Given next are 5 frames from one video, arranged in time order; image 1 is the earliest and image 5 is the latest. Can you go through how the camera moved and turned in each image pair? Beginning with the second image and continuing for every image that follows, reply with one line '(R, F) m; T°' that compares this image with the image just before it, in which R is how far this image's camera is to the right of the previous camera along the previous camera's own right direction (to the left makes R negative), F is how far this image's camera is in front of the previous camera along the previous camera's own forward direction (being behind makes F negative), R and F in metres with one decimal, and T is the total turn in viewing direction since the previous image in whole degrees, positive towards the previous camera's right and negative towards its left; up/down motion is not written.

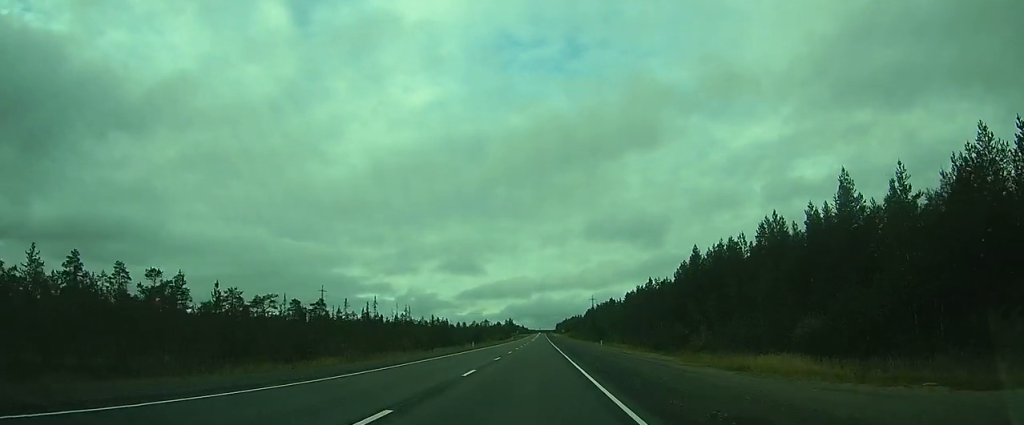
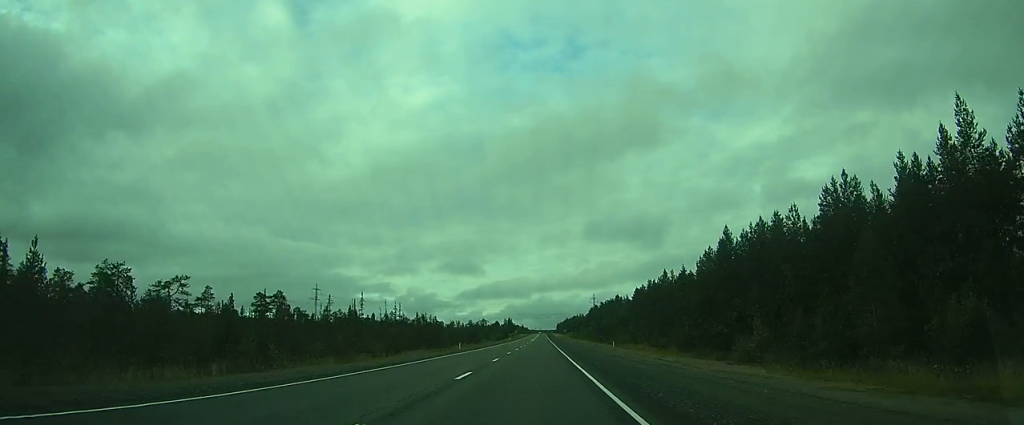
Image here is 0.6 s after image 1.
(0.0, +14.9) m; 0°
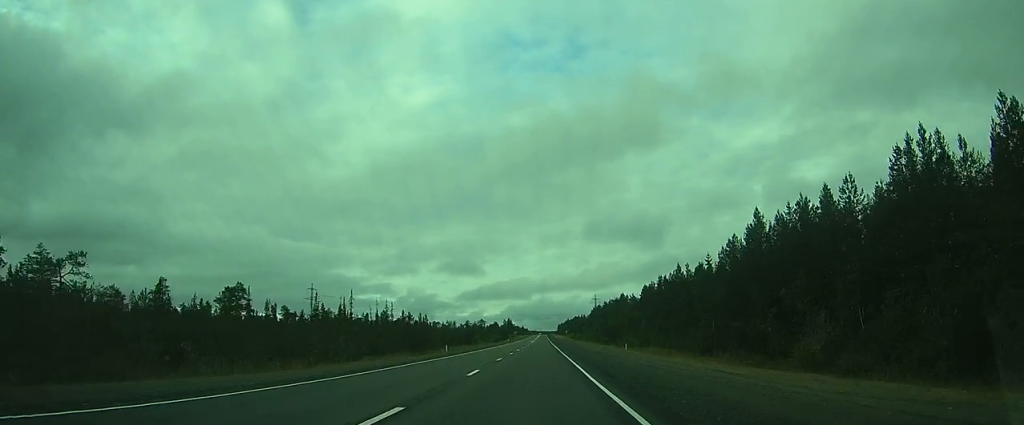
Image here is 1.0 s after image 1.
(0.0, +10.7) m; 0°
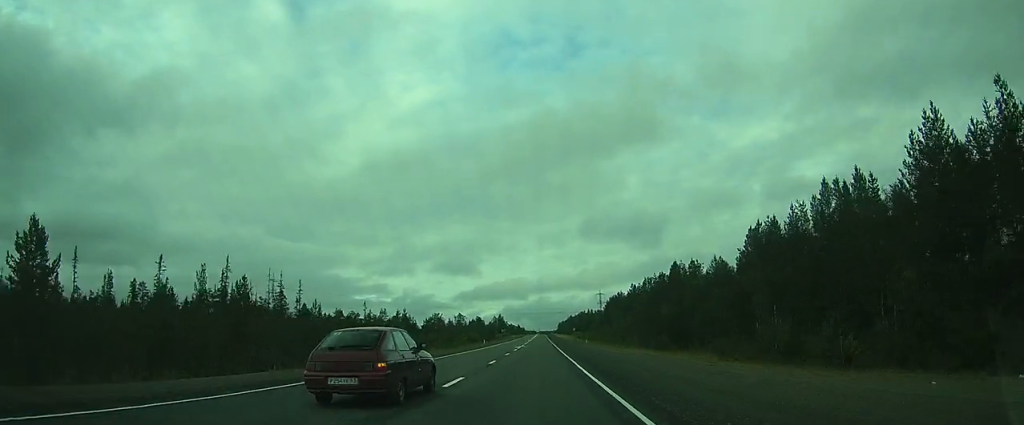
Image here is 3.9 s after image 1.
(+0.1, +70.3) m; +1°
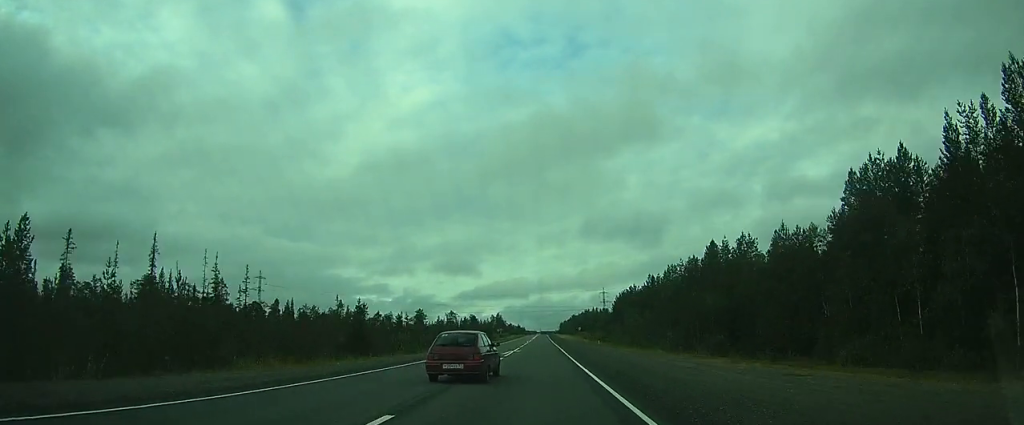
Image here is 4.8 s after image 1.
(+0.1, +22.3) m; +1°
